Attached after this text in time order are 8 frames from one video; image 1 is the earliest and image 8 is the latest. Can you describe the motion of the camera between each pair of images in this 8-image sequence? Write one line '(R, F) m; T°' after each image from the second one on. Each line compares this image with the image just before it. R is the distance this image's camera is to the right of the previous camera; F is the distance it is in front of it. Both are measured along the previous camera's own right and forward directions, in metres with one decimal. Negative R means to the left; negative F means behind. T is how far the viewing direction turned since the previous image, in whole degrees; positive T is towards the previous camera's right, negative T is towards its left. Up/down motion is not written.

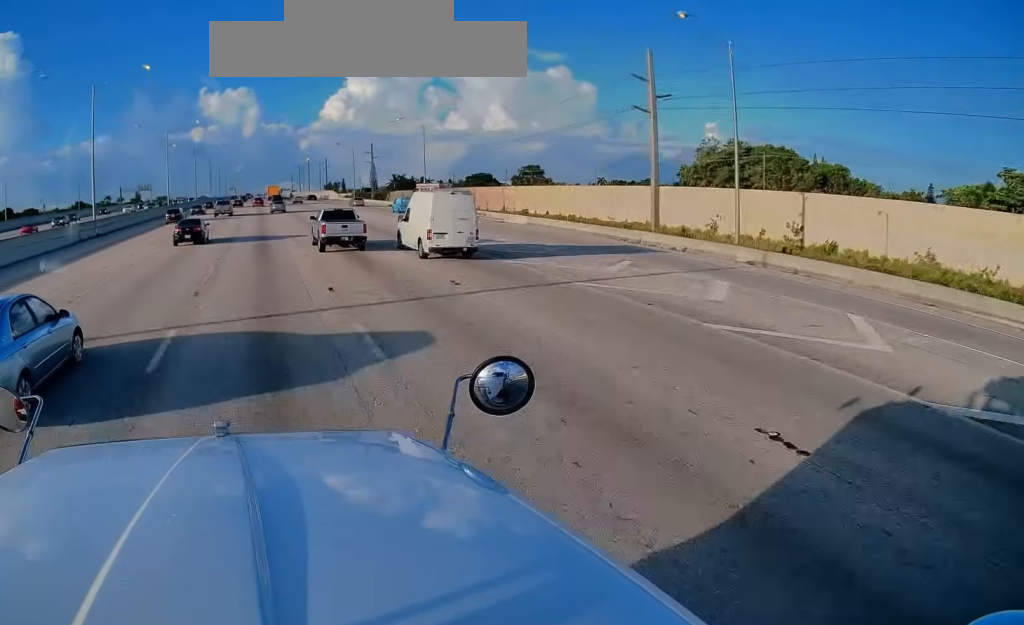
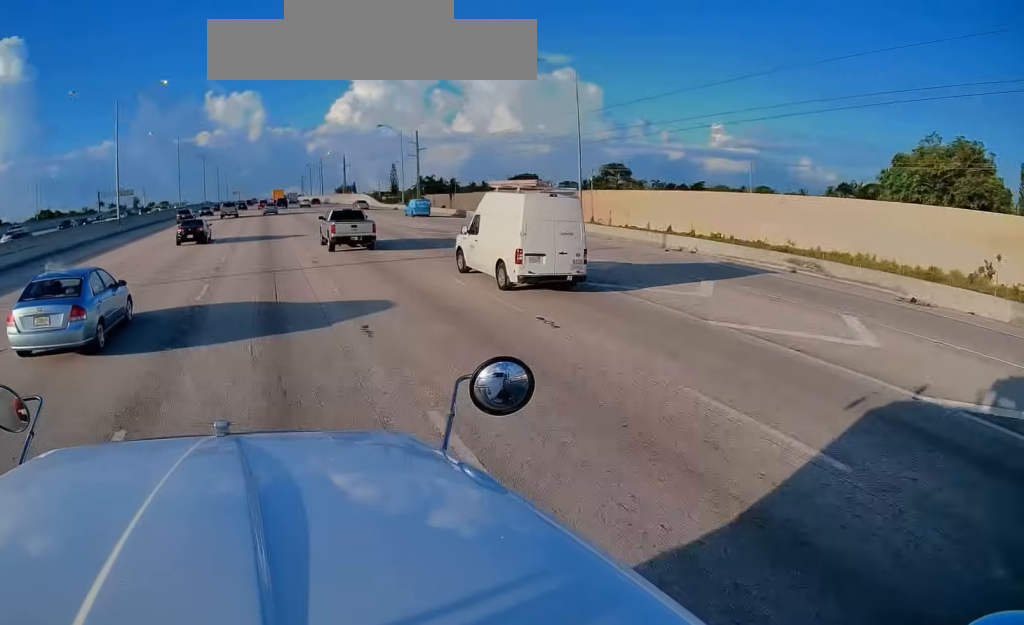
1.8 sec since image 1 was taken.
(-0.5, +34.9) m; -1°
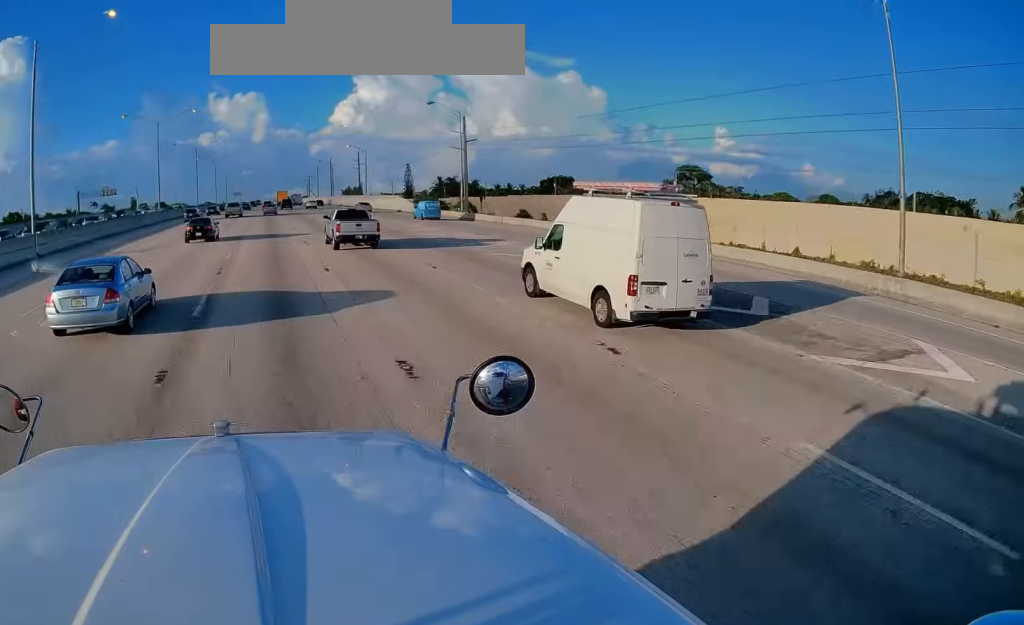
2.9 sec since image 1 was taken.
(-0.1, +24.5) m; 0°
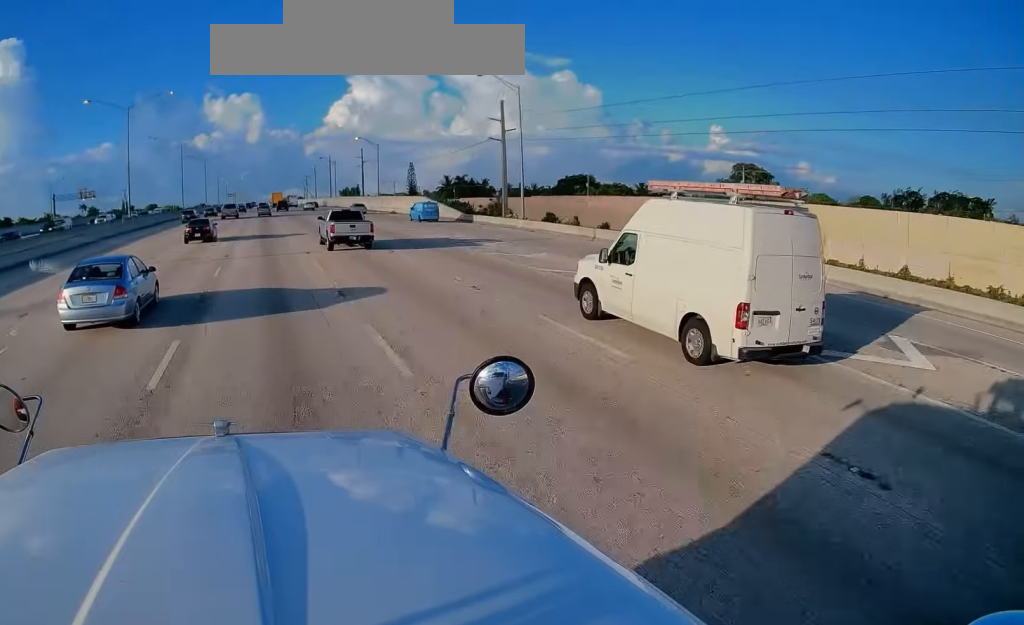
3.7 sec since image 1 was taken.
(+0.1, +16.6) m; +1°
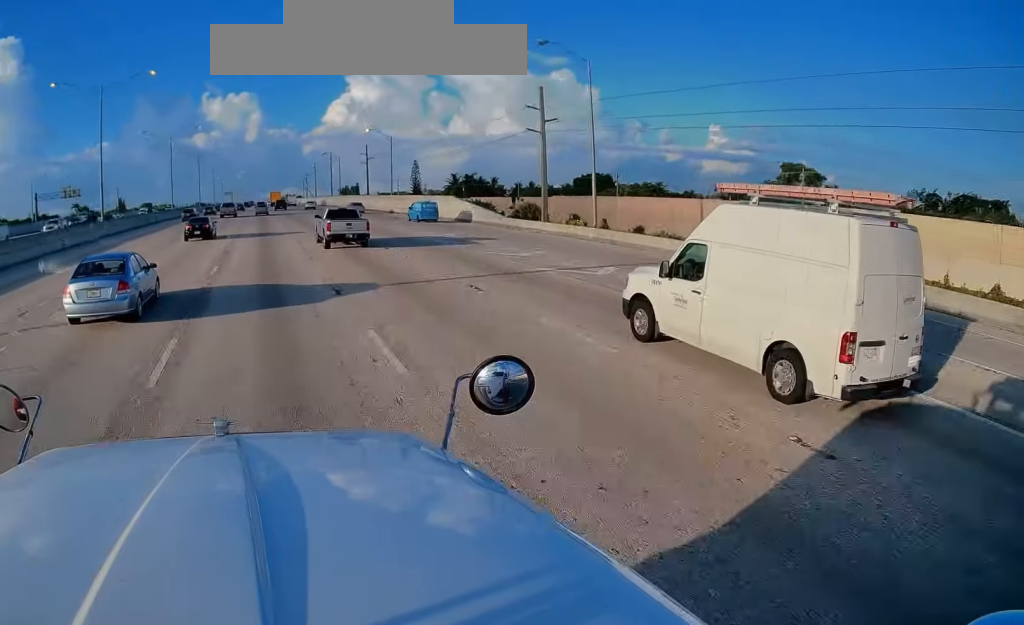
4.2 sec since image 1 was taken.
(+0.1, +11.6) m; 0°
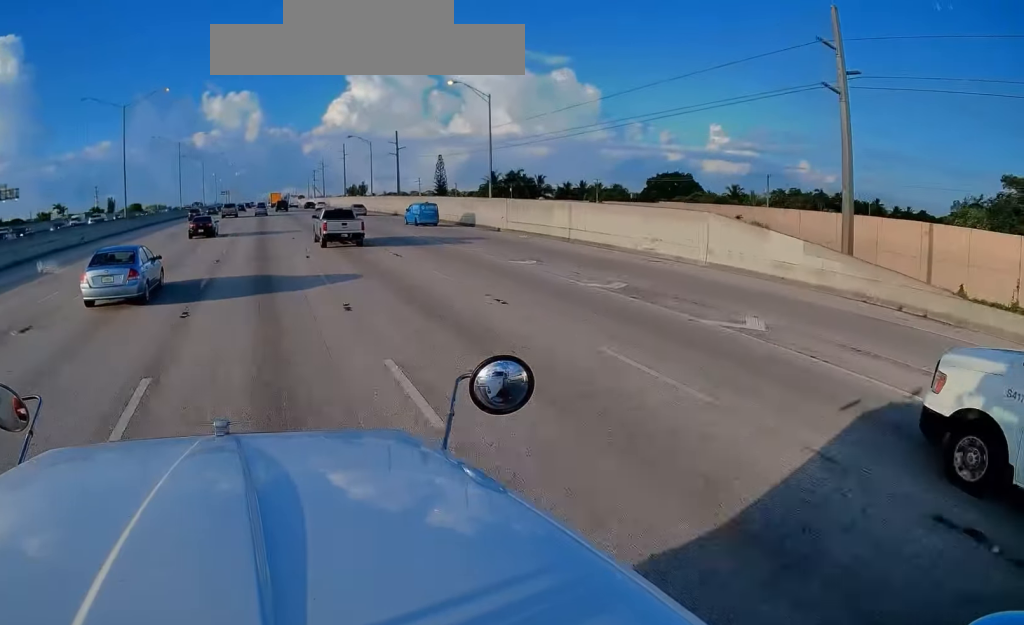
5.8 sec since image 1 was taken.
(-0.3, +37.7) m; -1°
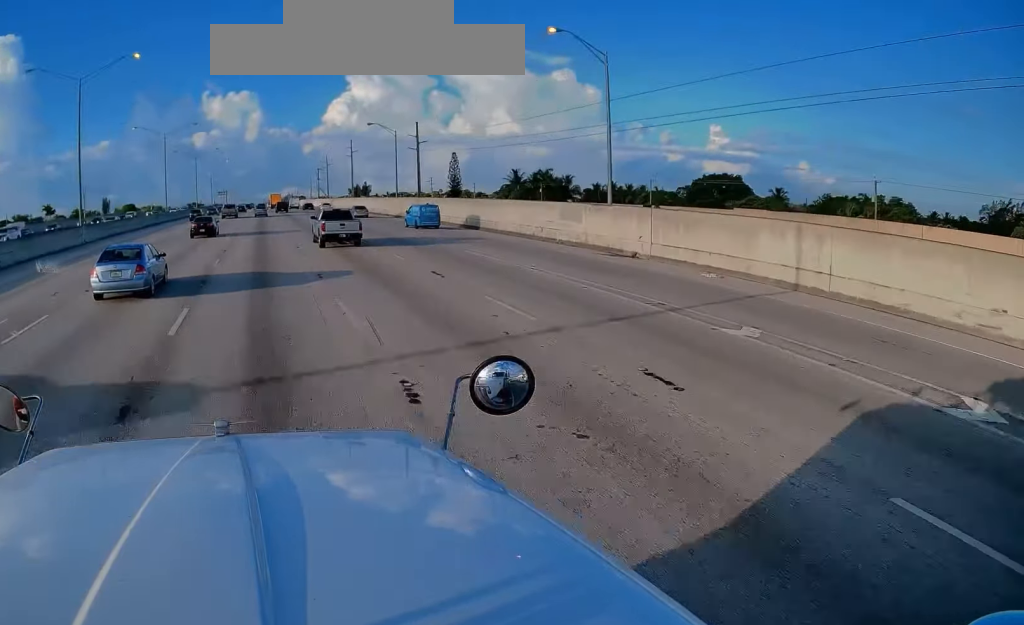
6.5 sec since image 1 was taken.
(-0.1, +18.3) m; 0°
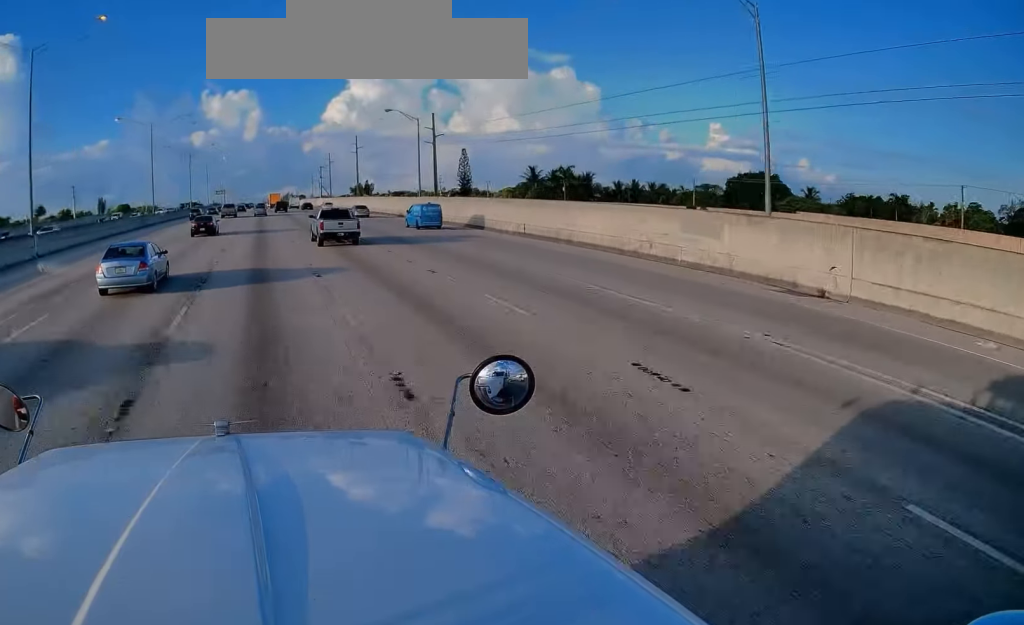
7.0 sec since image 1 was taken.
(+0.1, +12.1) m; 0°
